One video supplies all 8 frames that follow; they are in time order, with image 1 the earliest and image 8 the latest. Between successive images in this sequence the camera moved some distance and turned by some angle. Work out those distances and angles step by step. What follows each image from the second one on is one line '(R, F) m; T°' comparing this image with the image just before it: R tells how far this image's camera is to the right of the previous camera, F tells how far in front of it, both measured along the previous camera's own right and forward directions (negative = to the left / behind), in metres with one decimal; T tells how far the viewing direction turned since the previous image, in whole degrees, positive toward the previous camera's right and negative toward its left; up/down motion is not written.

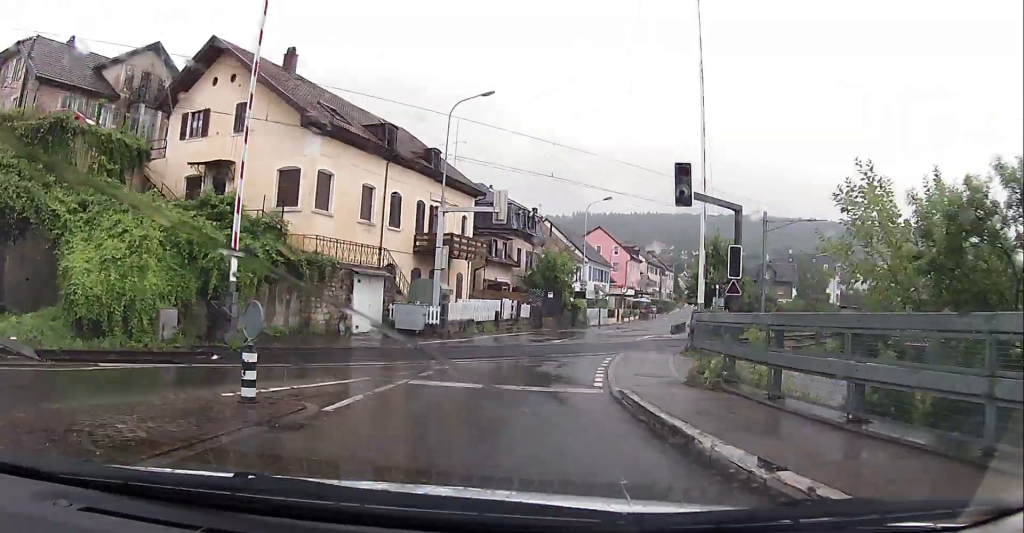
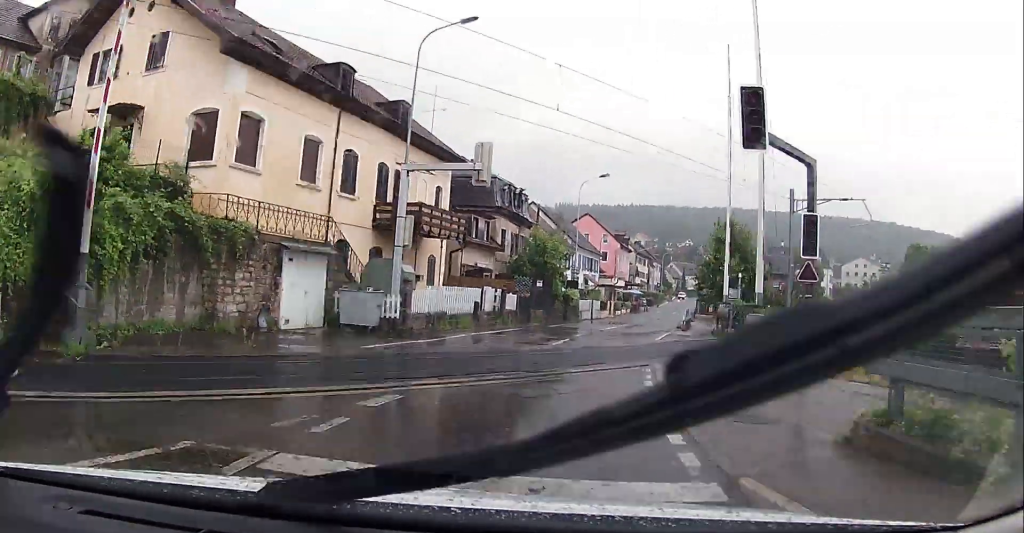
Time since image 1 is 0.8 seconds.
(-0.1, +7.5) m; -1°
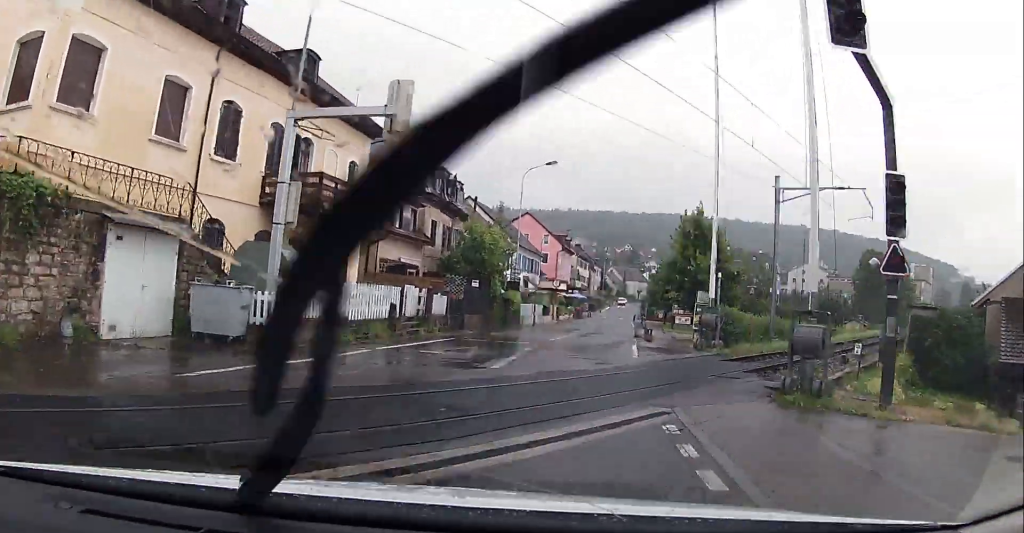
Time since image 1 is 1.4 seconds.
(0.0, +6.8) m; +1°
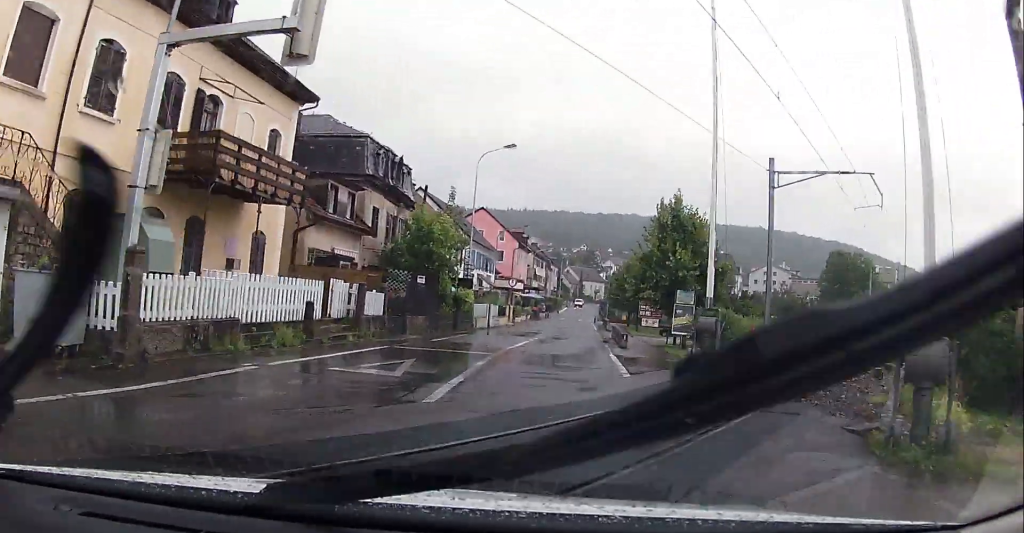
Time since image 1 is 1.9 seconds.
(-0.1, +4.9) m; +1°
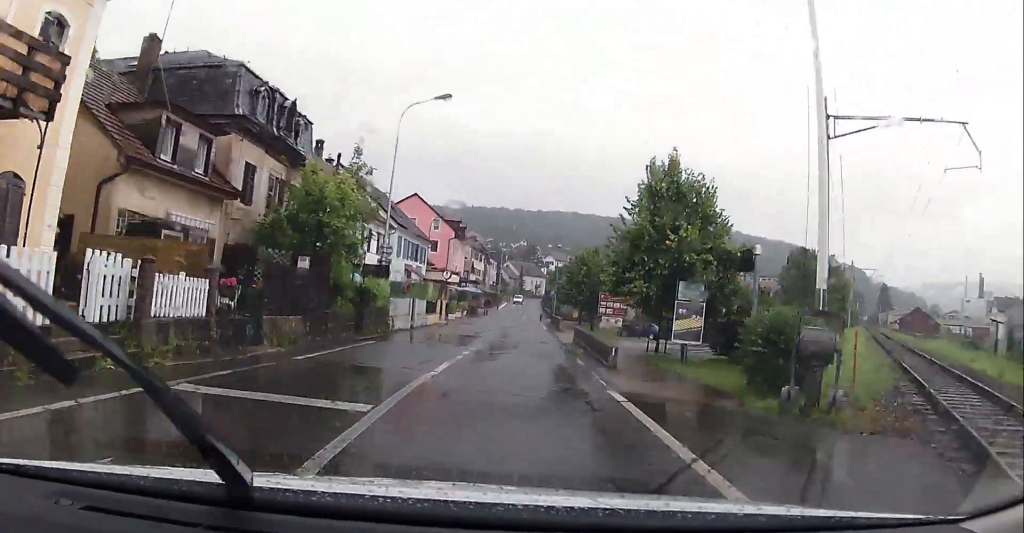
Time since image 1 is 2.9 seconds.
(+0.5, +10.4) m; +7°
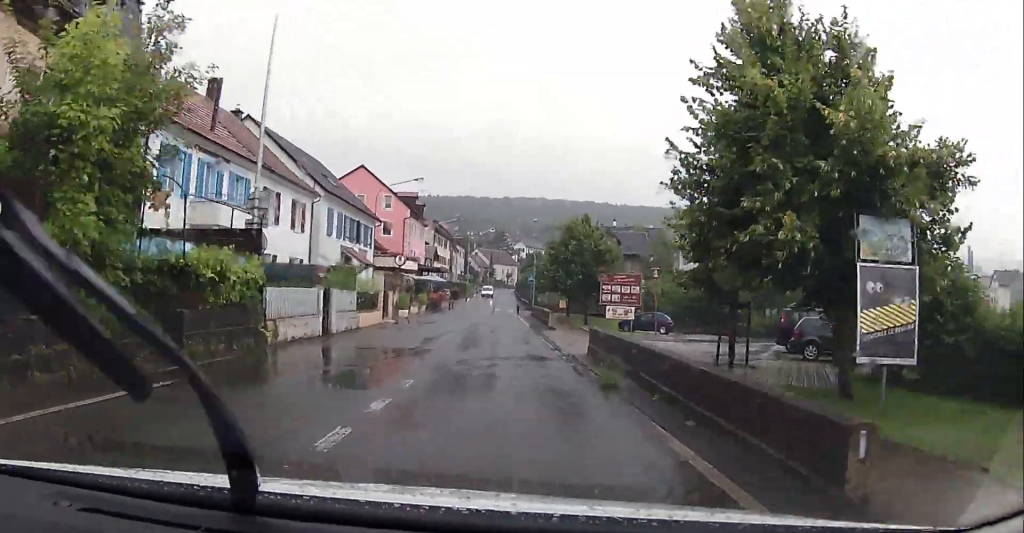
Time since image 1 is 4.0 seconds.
(+1.1, +13.1) m; +4°
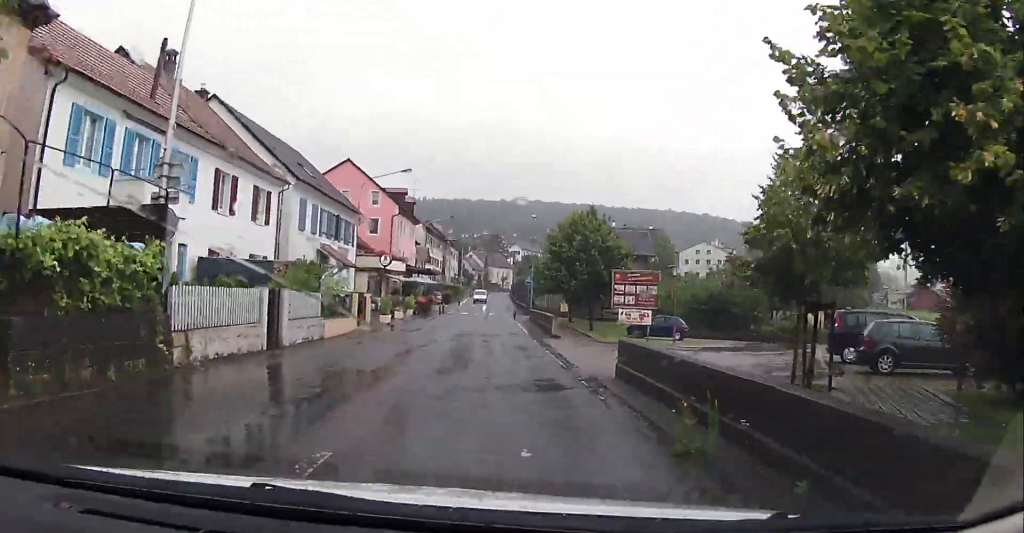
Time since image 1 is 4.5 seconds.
(-0.1, +5.0) m; +1°
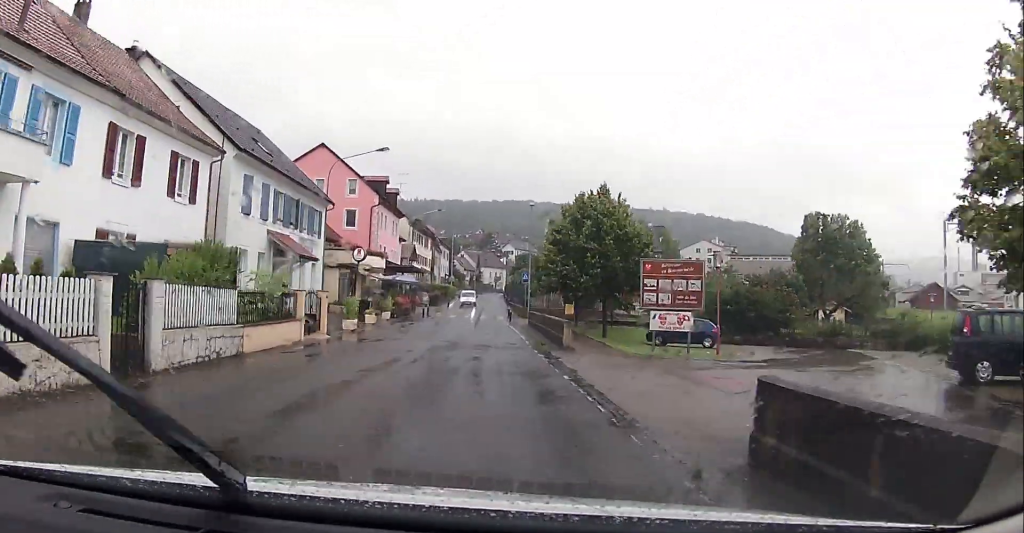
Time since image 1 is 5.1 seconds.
(-0.3, +7.2) m; +1°
